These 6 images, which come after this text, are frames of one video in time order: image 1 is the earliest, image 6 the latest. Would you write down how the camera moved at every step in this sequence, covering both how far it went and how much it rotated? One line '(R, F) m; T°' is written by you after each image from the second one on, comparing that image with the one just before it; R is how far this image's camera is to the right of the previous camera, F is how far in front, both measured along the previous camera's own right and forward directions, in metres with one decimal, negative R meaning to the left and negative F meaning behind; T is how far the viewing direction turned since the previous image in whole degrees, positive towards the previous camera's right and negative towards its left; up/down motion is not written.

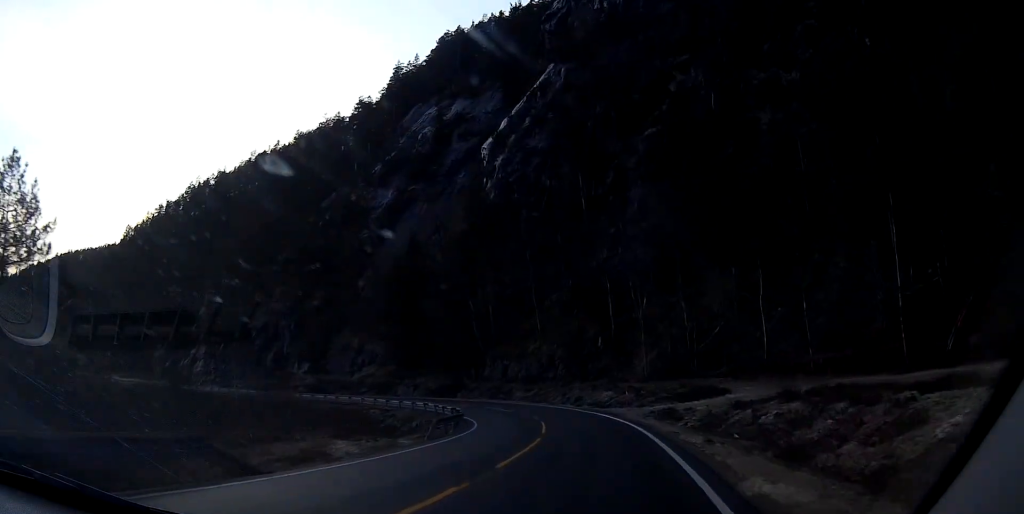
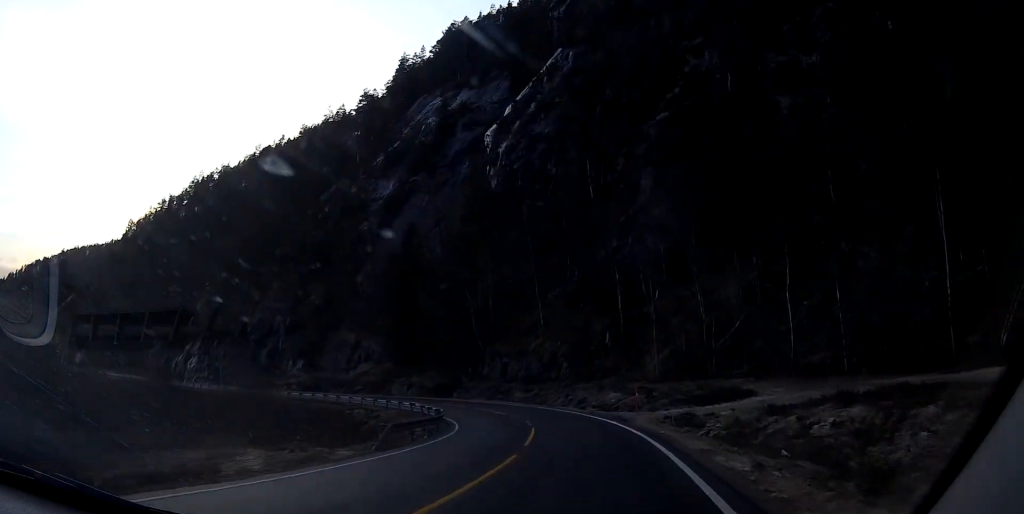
(0.0, +6.1) m; -1°
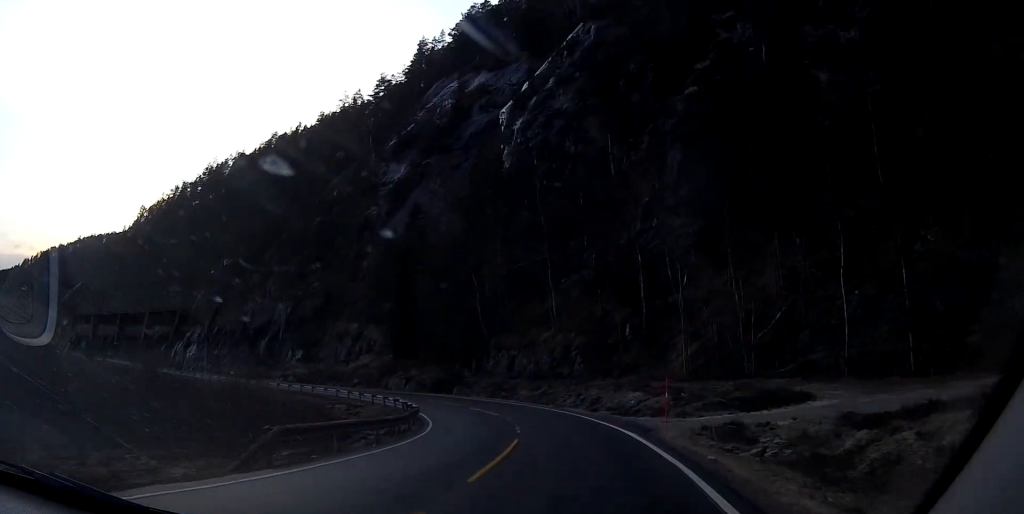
(+0.1, +8.1) m; -2°
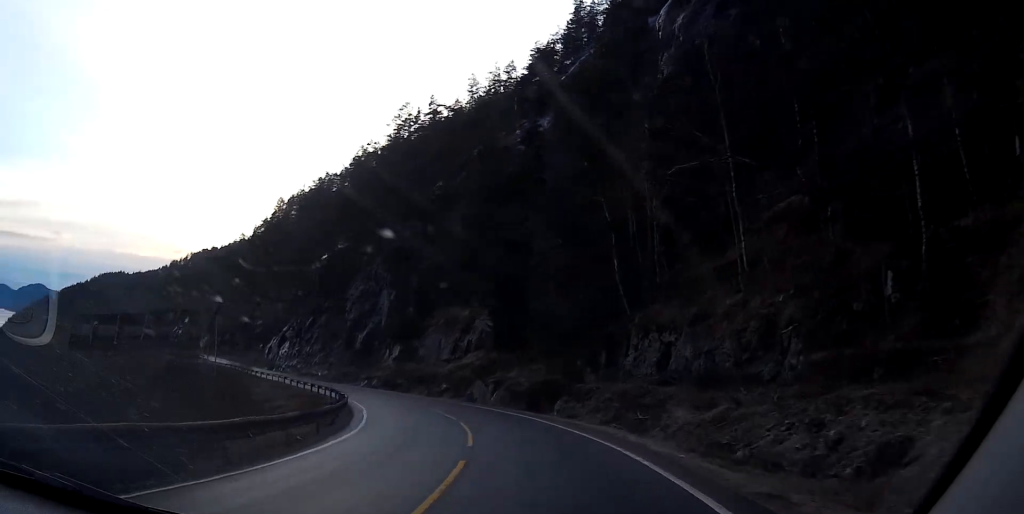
(-4.8, +29.8) m; -16°
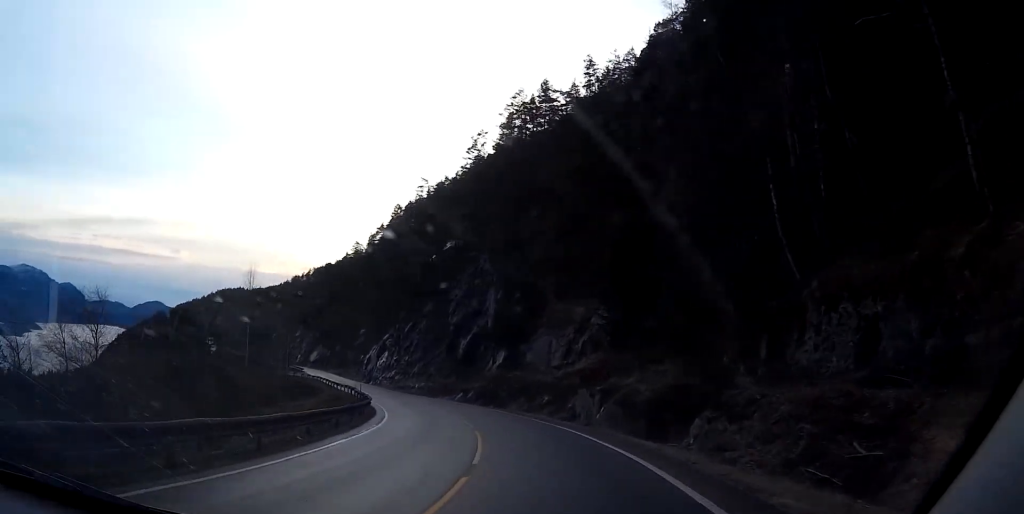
(-0.1, +14.2) m; -7°
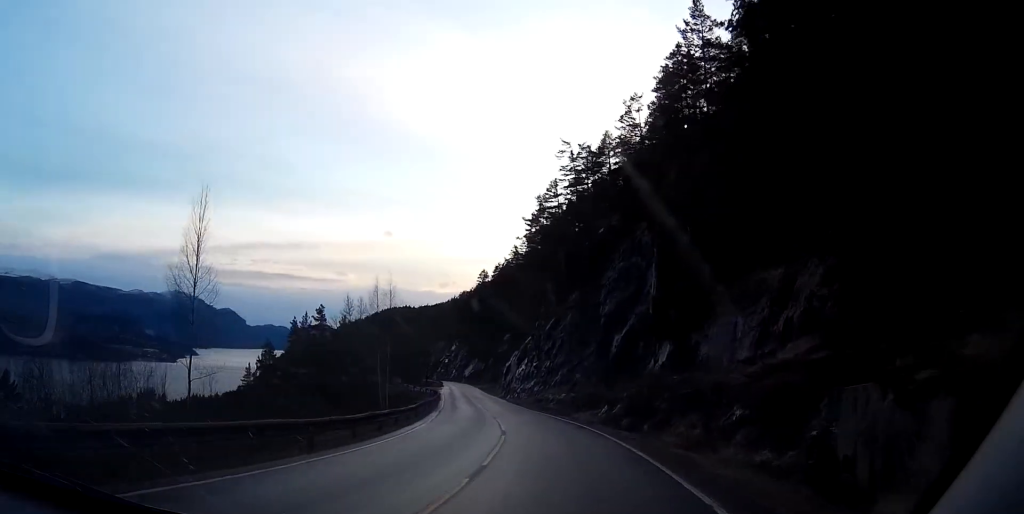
(-3.8, +21.9) m; -16°
